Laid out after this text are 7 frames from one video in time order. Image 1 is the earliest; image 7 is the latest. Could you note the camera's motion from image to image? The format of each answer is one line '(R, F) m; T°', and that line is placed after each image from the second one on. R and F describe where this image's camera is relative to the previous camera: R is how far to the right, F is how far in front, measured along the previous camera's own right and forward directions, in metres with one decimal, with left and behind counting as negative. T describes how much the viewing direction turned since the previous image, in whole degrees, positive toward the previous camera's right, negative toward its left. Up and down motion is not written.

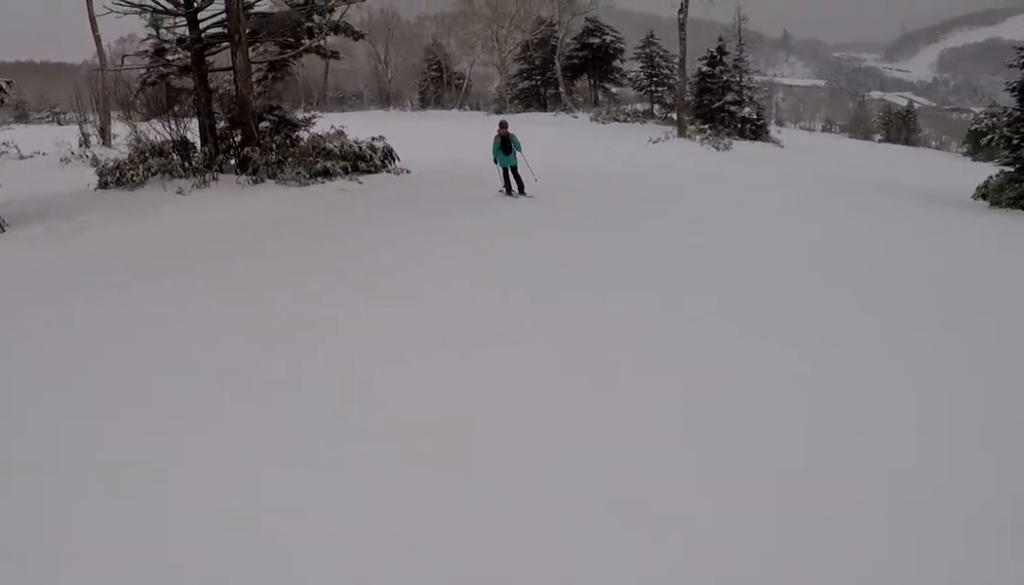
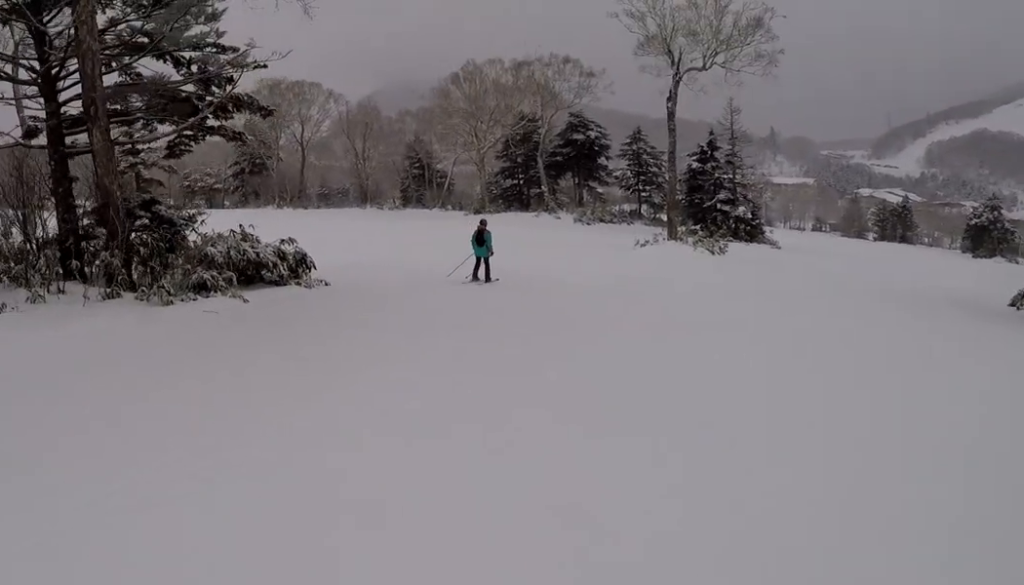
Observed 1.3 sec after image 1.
(-1.2, +6.0) m; -17°
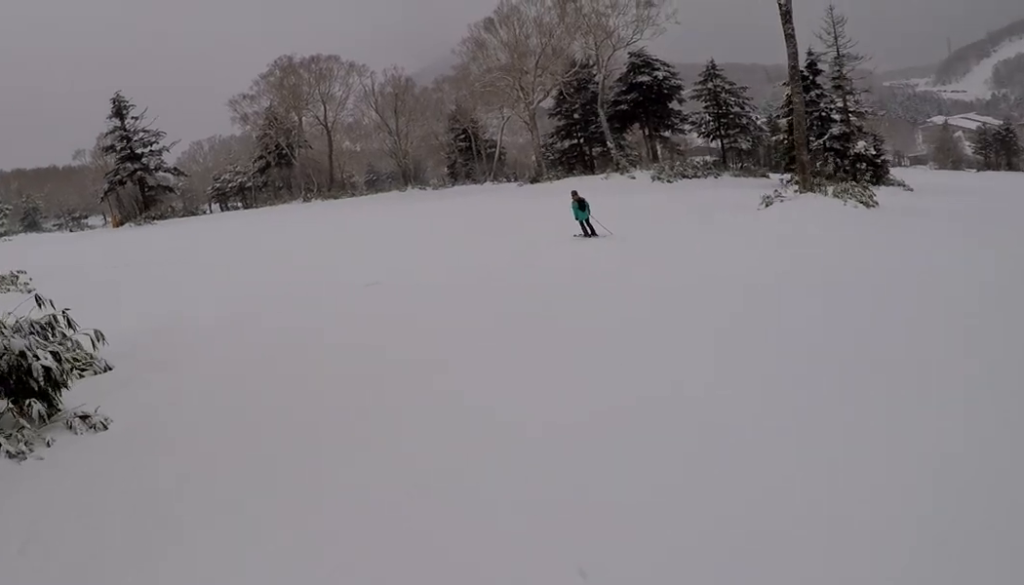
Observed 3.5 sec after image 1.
(-3.5, +11.3) m; -30°
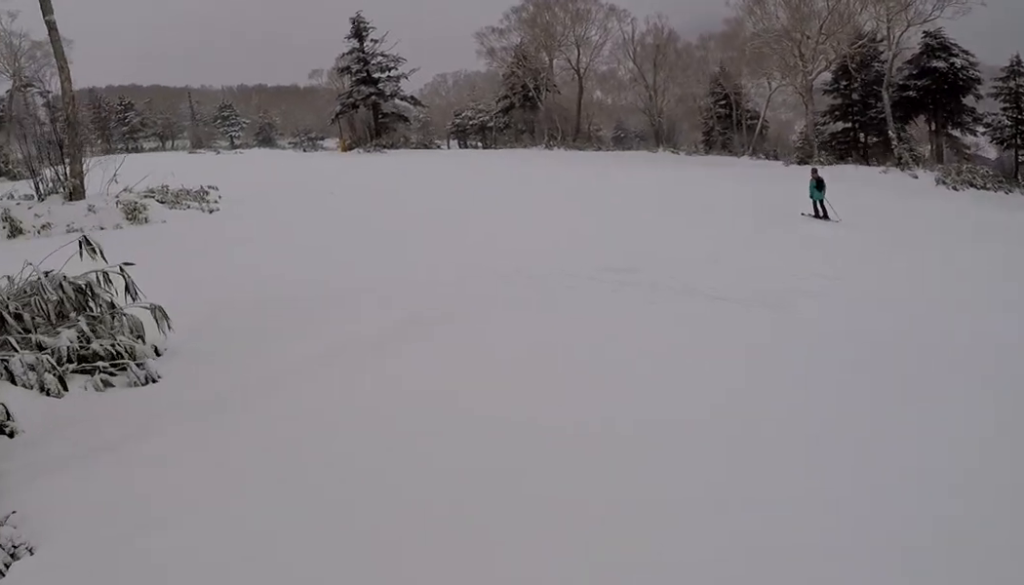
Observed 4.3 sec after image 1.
(-0.2, +3.8) m; +5°
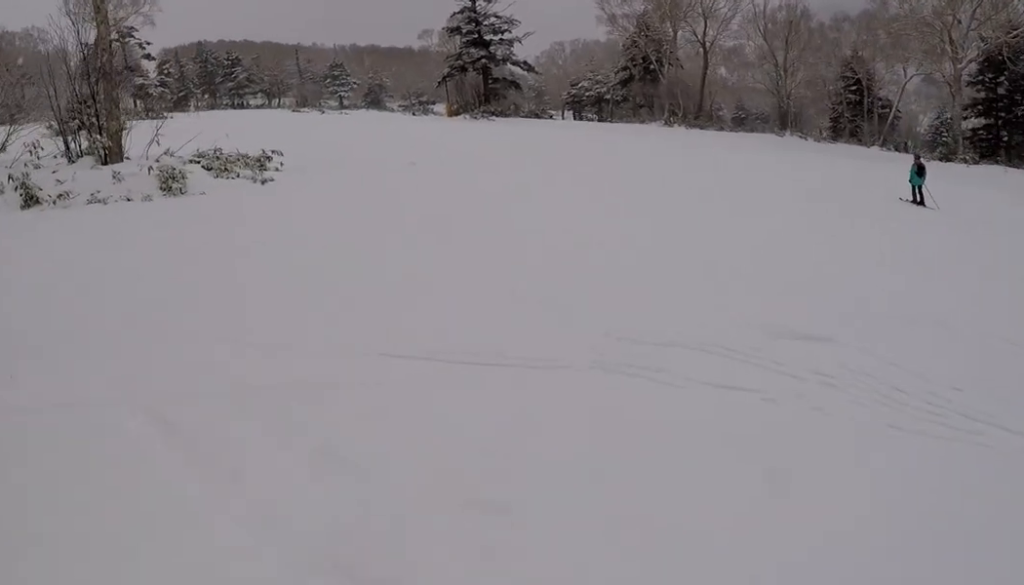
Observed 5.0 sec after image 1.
(+0.5, +3.6) m; 0°
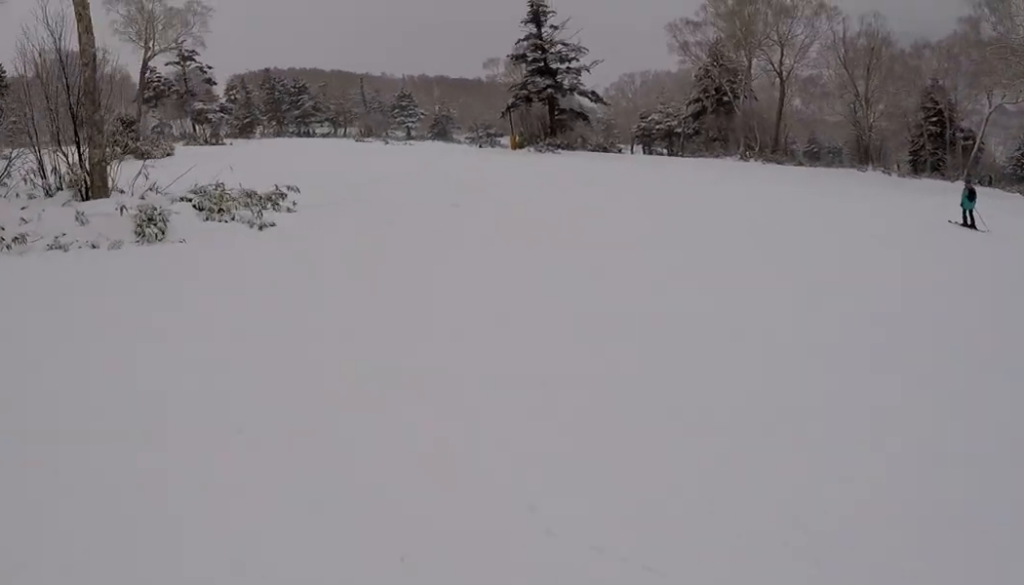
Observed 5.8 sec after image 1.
(-0.1, +4.1) m; -4°
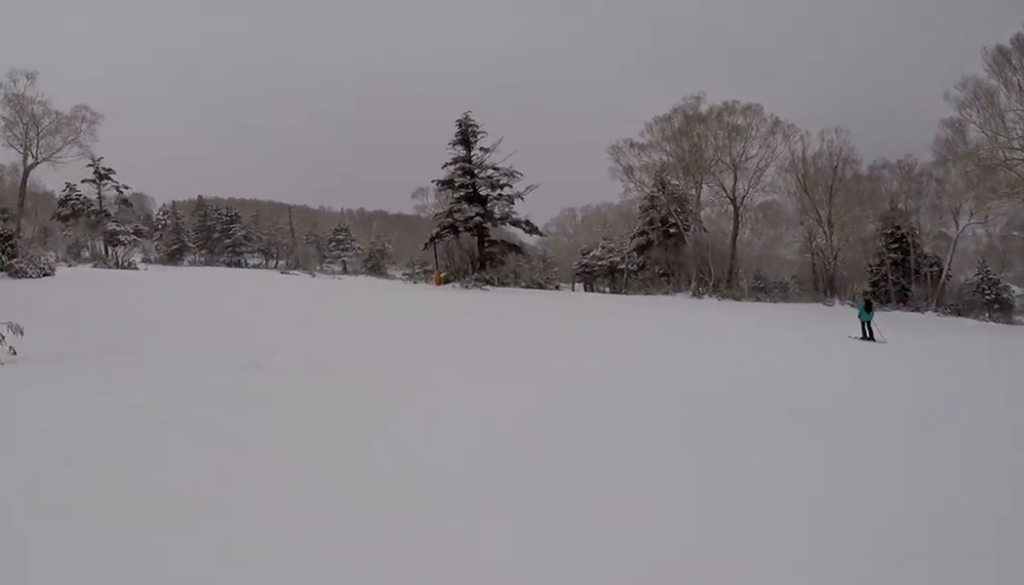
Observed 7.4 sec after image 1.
(-0.2, +8.5) m; +11°
